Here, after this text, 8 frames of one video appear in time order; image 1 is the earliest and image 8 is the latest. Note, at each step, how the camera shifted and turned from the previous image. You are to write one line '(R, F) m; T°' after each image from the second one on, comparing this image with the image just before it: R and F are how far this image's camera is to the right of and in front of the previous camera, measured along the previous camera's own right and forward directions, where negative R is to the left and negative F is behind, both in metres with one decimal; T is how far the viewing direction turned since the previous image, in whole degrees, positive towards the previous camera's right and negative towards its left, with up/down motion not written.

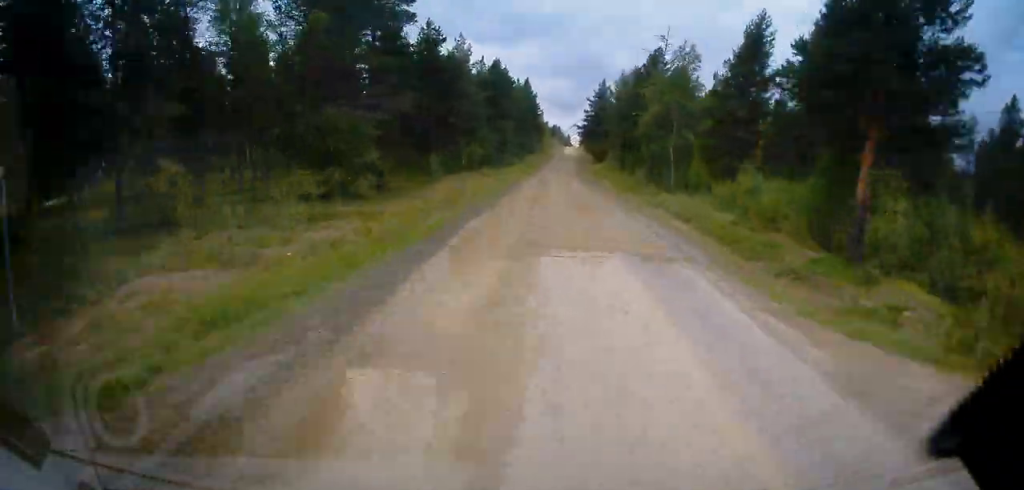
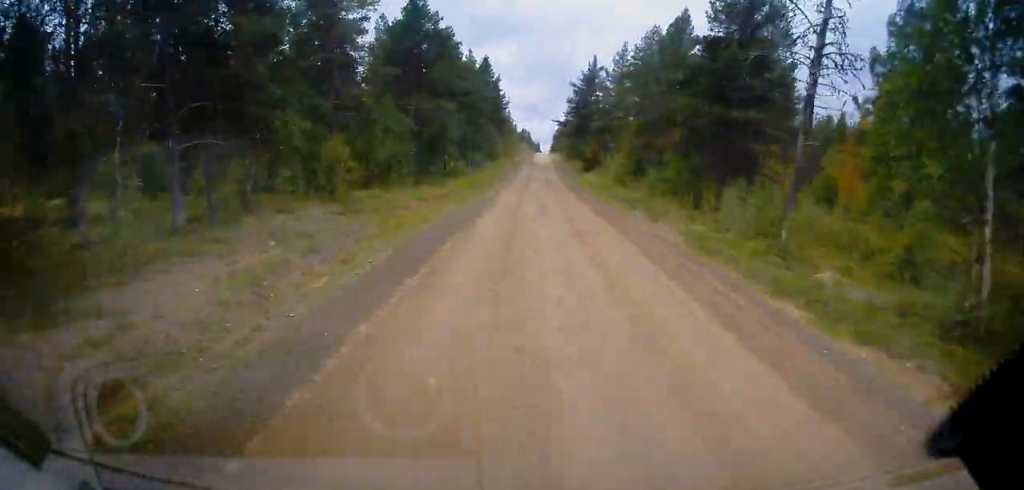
(+0.7, +36.5) m; +2°
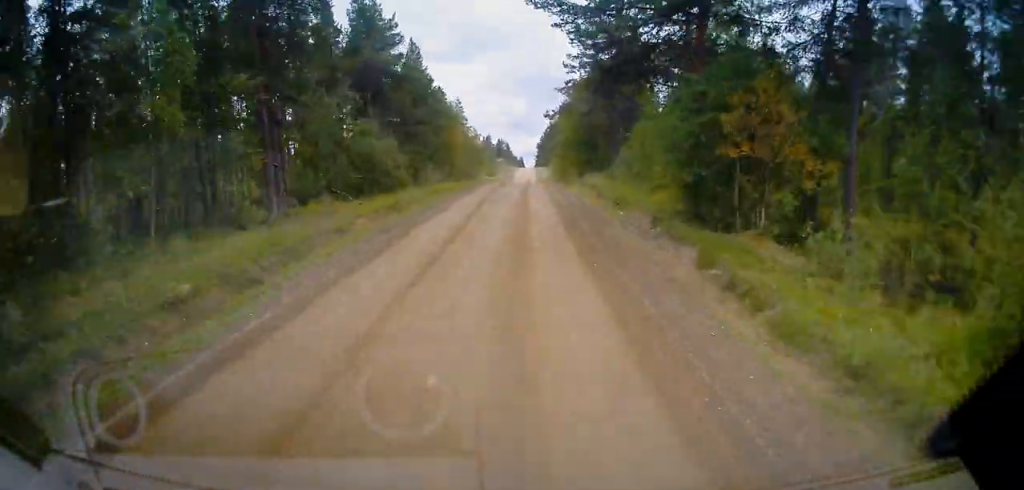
(+0.9, +67.0) m; -1°
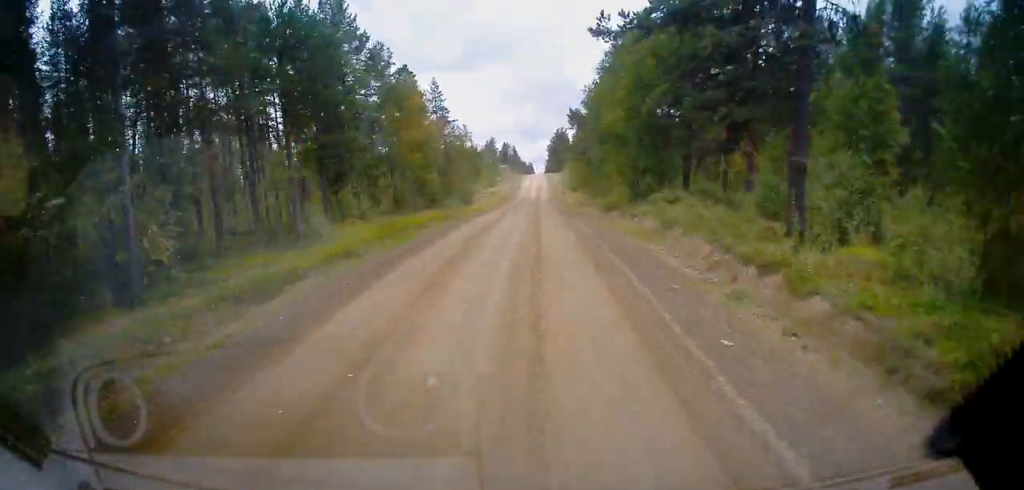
(-0.5, +26.8) m; 0°
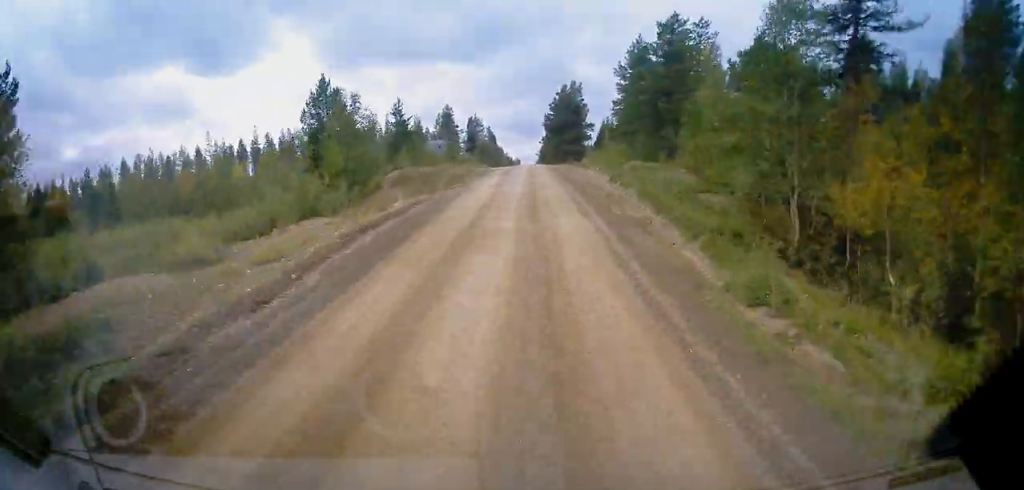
(-9.4, +67.4) m; -9°
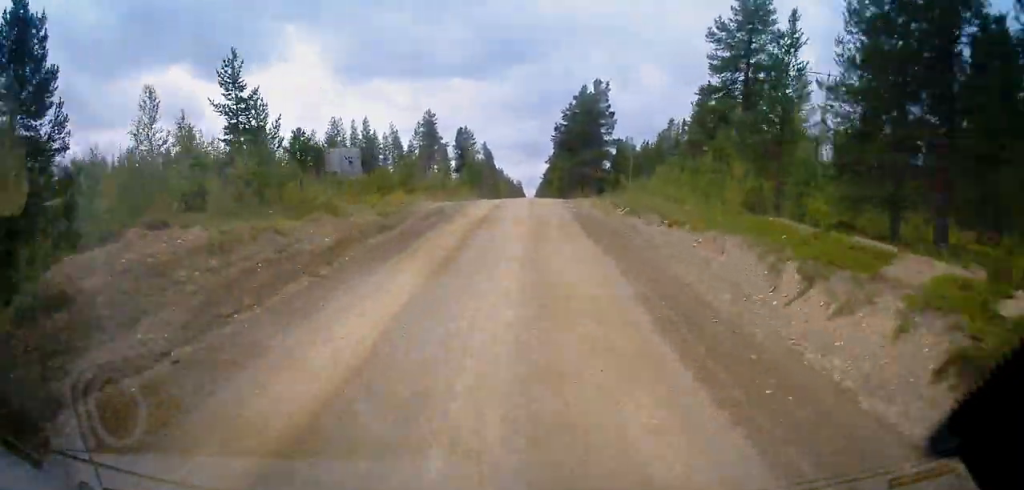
(+1.5, +21.3) m; +11°
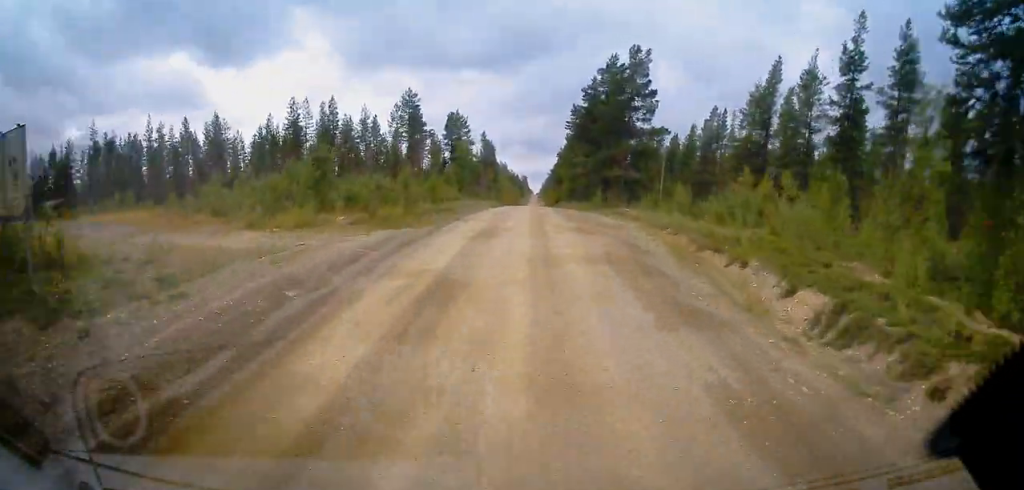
(+6.5, +24.6) m; +10°
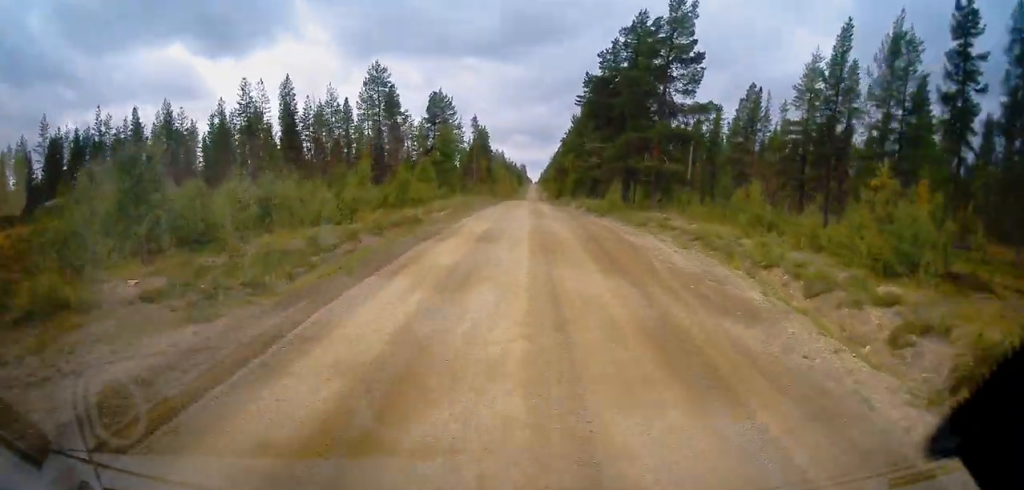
(-1.8, +20.8) m; -7°
